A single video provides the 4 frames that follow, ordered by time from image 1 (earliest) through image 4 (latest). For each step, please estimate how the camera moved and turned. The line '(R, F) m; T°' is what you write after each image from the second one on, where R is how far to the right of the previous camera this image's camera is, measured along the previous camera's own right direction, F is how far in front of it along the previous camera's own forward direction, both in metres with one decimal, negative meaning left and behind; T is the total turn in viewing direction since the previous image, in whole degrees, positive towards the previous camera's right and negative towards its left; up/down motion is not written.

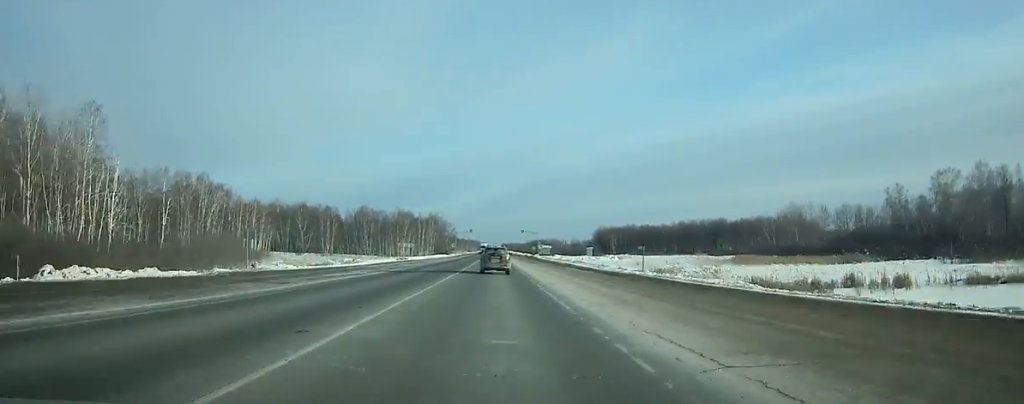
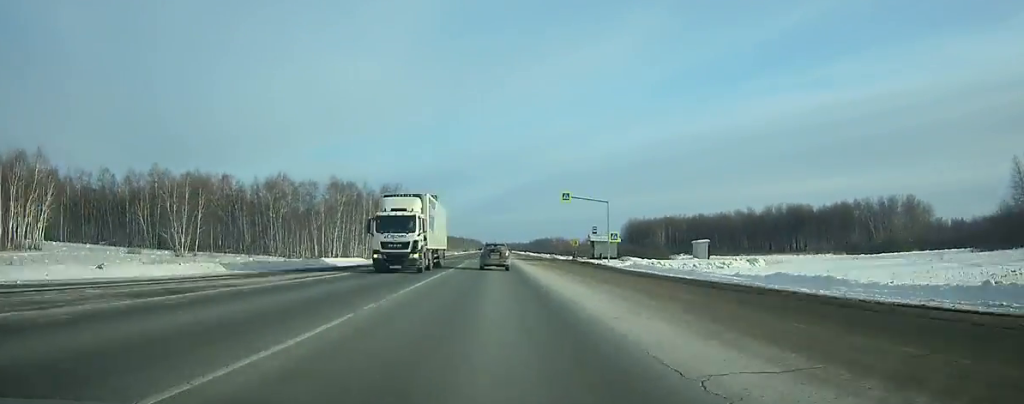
(-0.5, +99.0) m; 0°
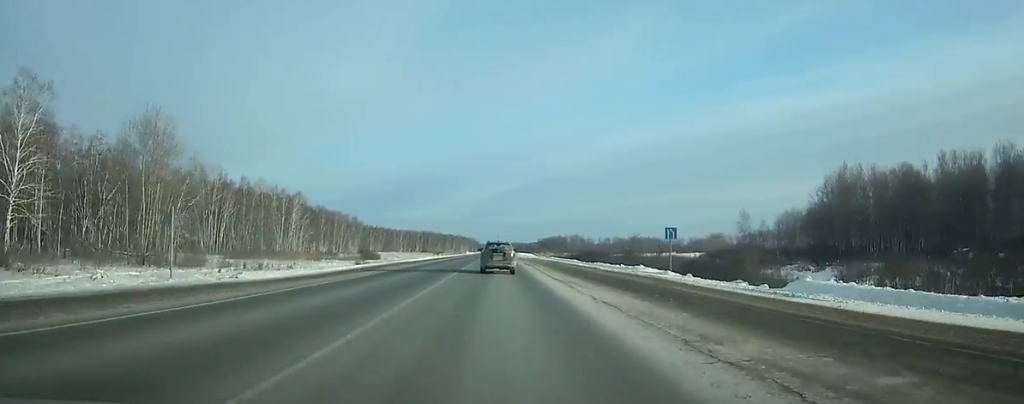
(+1.0, +213.9) m; 0°
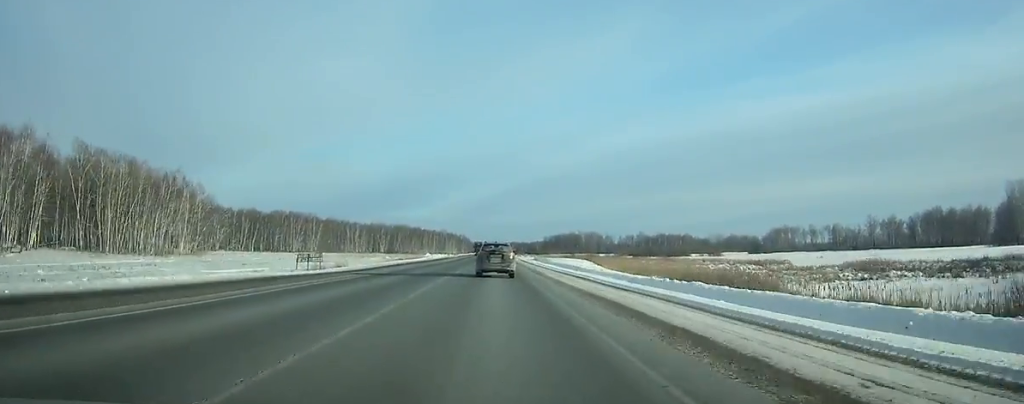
(+0.2, +166.8) m; 0°
